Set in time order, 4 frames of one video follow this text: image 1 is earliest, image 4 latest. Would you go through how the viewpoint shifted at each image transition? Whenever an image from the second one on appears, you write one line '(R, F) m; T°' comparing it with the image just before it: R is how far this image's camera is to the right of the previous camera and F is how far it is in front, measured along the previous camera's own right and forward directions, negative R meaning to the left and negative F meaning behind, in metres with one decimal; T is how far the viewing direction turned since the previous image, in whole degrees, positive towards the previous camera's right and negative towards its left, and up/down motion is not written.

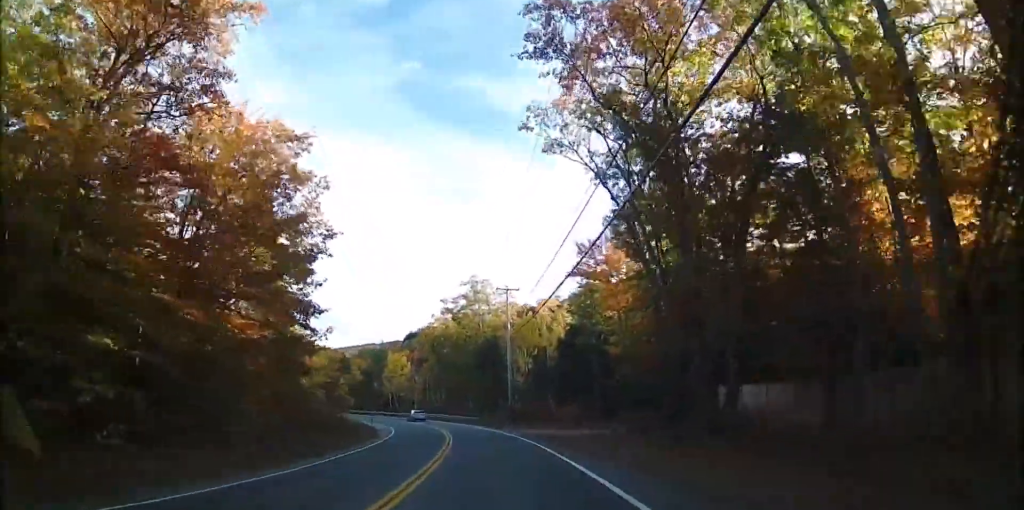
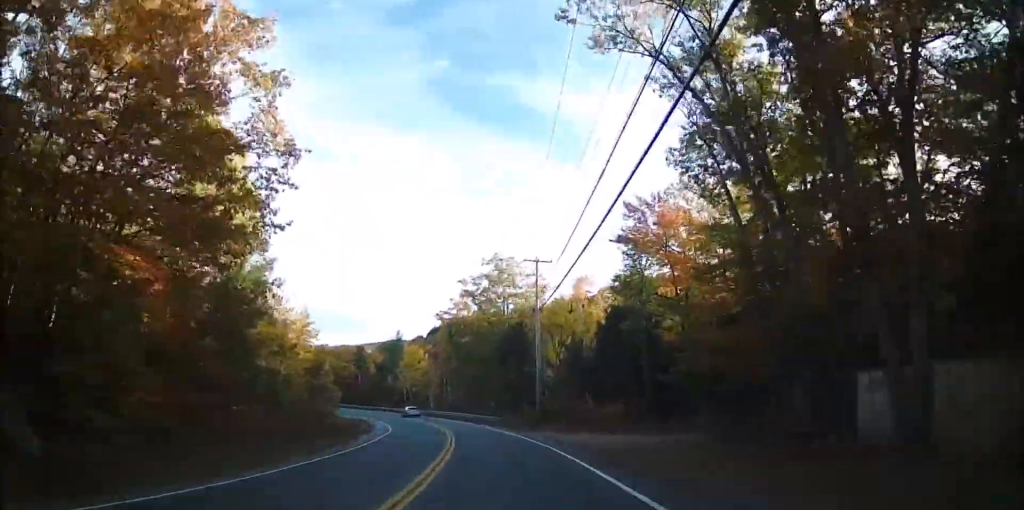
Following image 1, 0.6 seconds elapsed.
(-0.4, +11.7) m; -4°
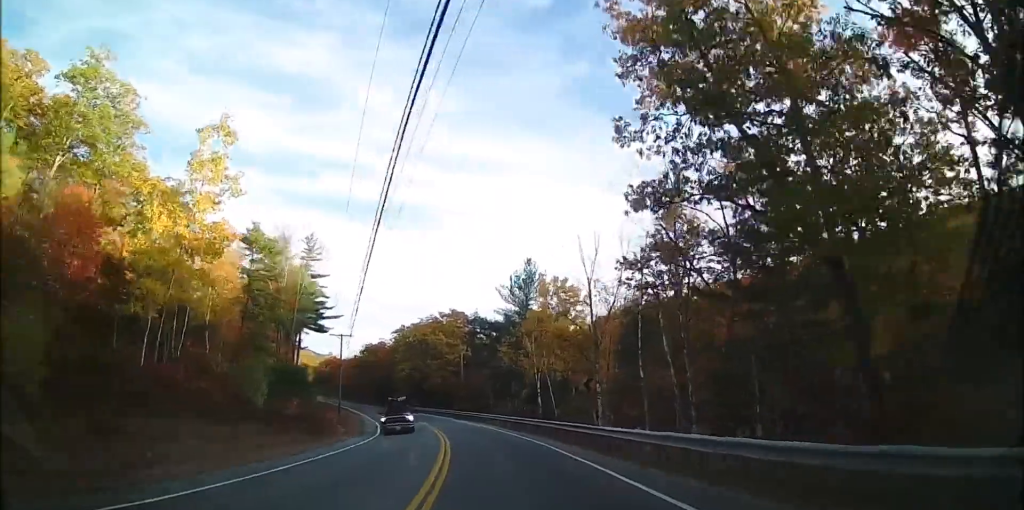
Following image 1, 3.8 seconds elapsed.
(-11.5, +65.5) m; -17°
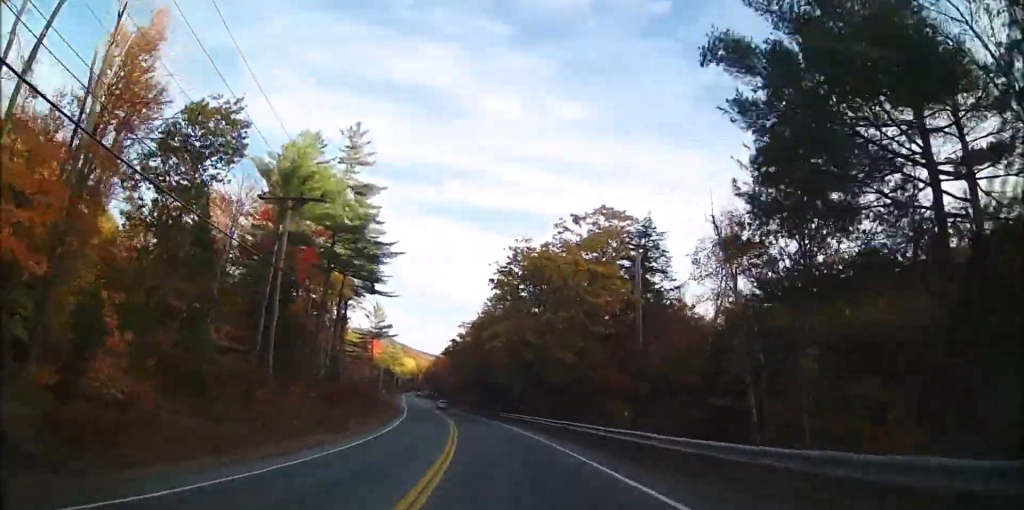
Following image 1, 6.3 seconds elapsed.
(-4.7, +50.4) m; -12°
